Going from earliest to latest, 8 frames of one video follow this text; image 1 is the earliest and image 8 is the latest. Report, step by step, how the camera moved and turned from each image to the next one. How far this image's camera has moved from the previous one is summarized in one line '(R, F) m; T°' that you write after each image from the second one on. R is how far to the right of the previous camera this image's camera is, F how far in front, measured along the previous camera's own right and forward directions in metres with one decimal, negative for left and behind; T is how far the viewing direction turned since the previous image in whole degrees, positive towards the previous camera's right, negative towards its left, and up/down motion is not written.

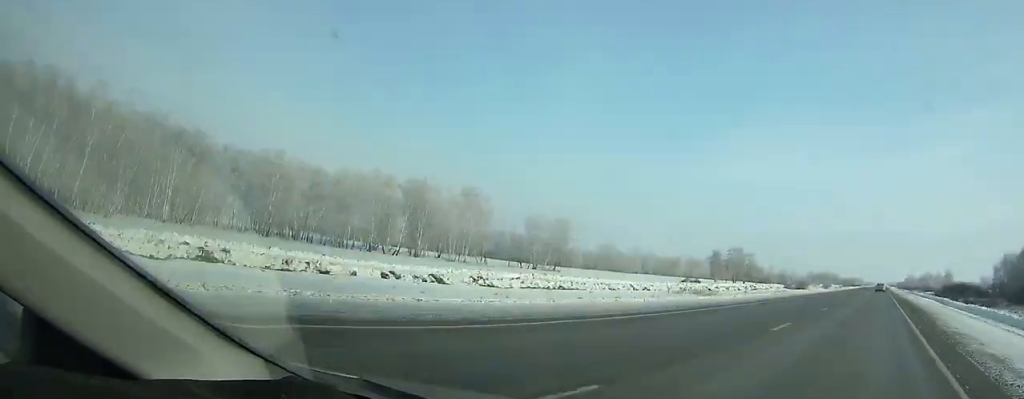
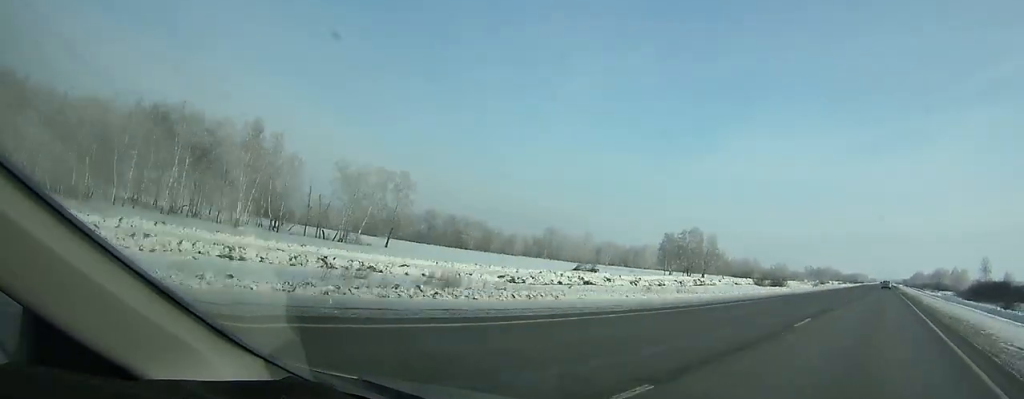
(0.0, +62.4) m; 0°
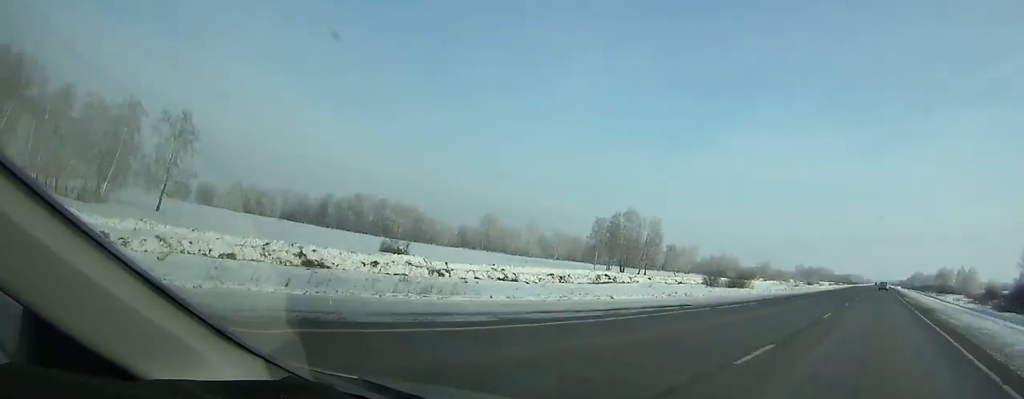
(+0.3, +44.8) m; 0°
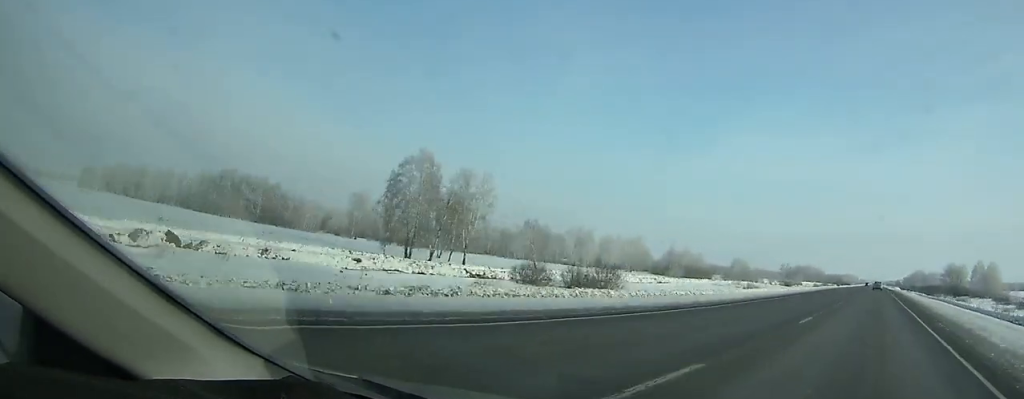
(0.0, +65.6) m; 0°
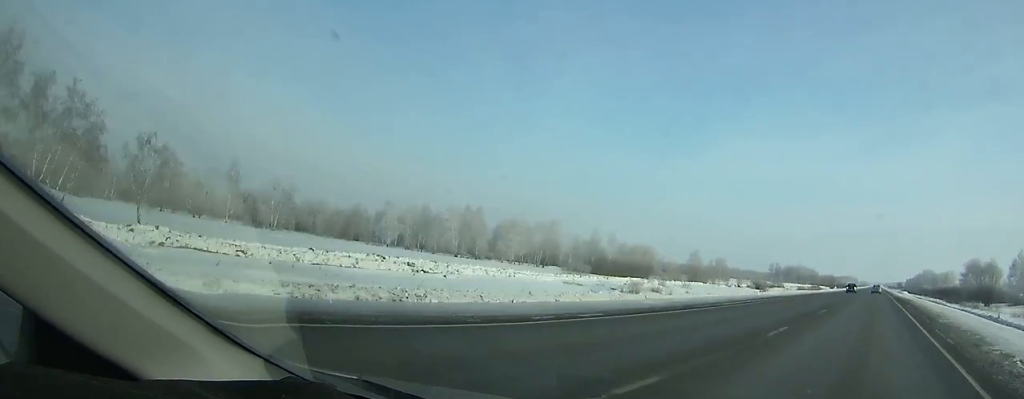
(-0.1, +65.4) m; 0°
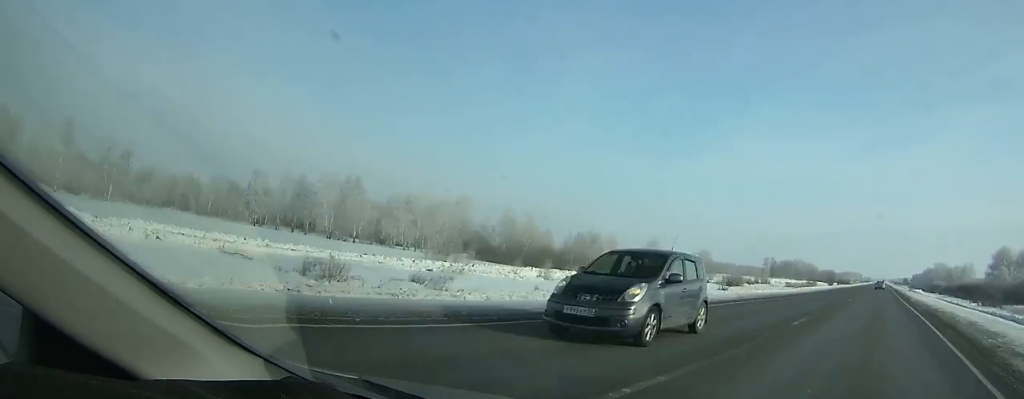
(-0.1, +44.5) m; 0°
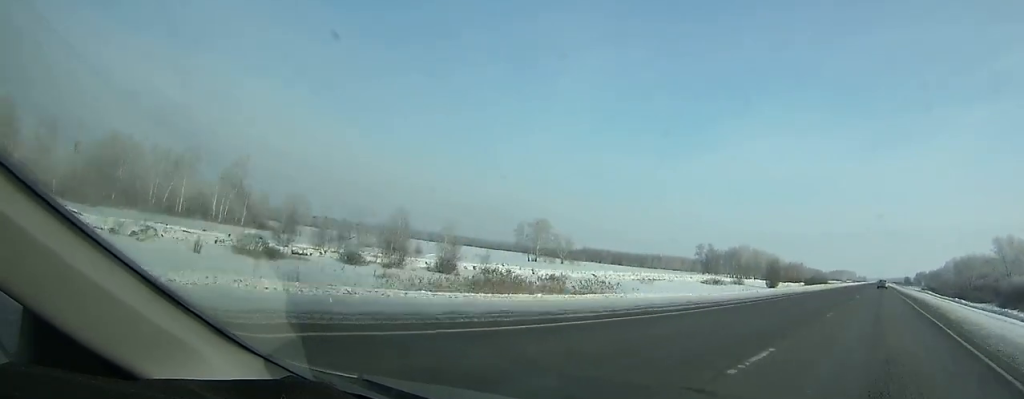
(+0.1, +164.3) m; 0°
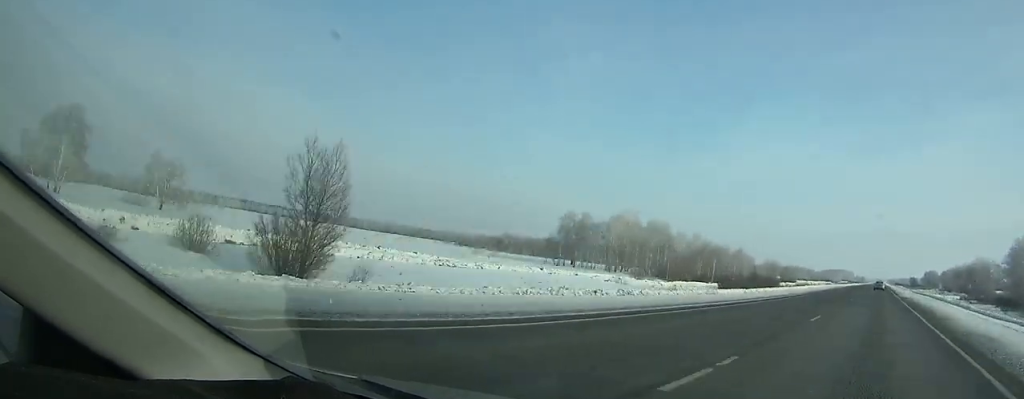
(-0.1, +133.4) m; 0°
